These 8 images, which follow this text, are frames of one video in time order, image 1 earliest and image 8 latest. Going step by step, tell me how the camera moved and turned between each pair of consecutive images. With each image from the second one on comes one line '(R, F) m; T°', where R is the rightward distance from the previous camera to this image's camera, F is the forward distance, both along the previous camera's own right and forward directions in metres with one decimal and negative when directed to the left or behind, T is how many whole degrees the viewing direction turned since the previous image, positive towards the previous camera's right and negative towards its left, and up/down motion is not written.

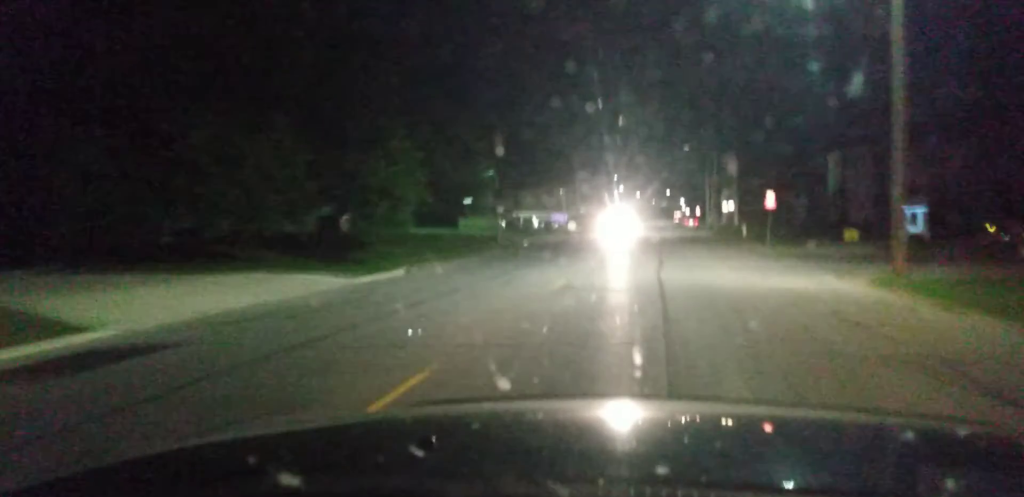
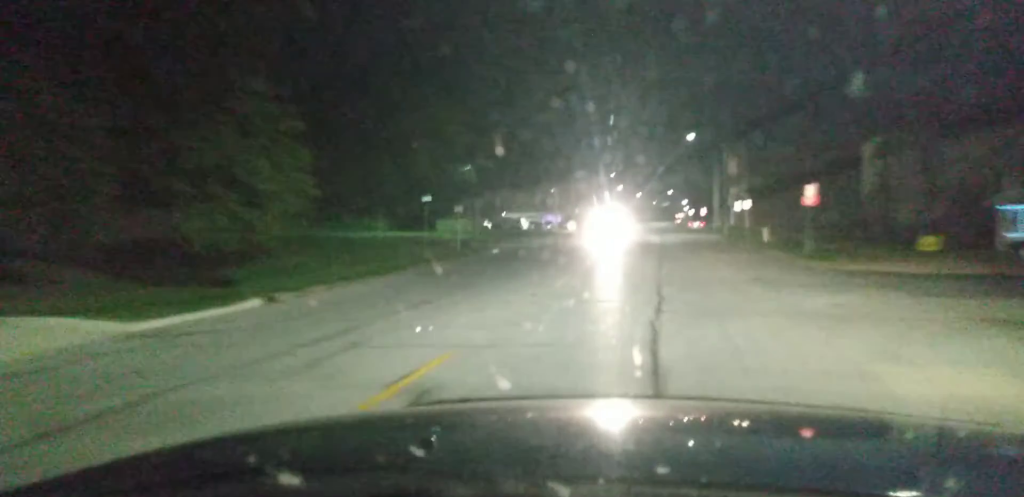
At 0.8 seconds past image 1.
(-0.1, +11.3) m; -1°
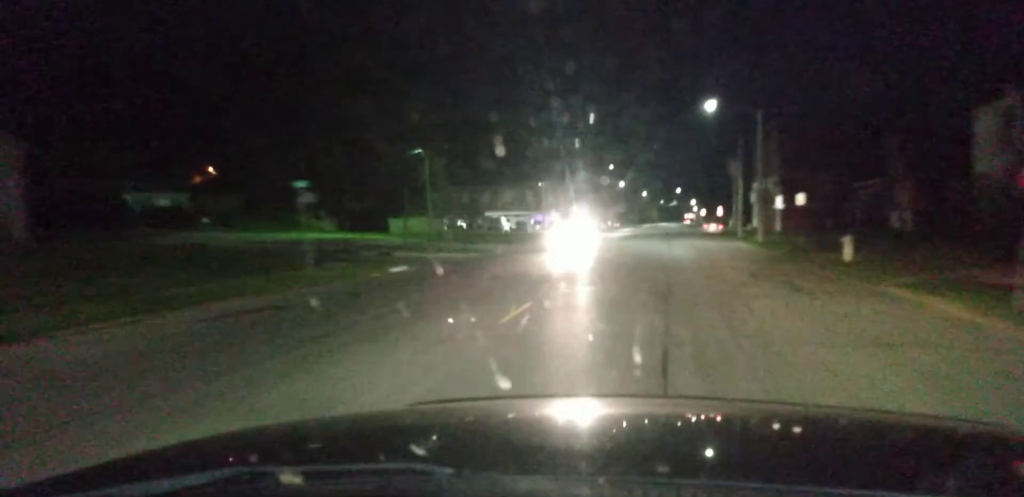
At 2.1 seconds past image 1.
(-0.1, +19.3) m; 0°
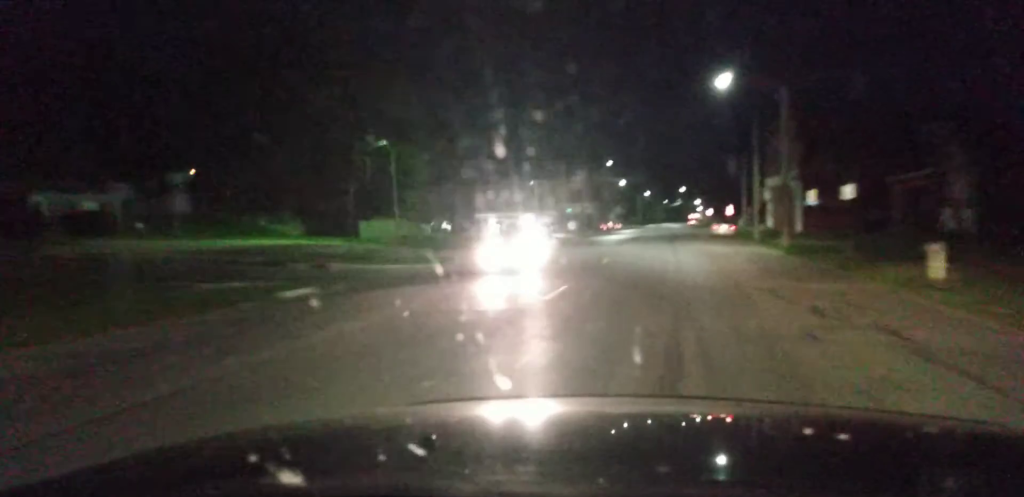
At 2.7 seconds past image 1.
(0.0, +9.3) m; 0°
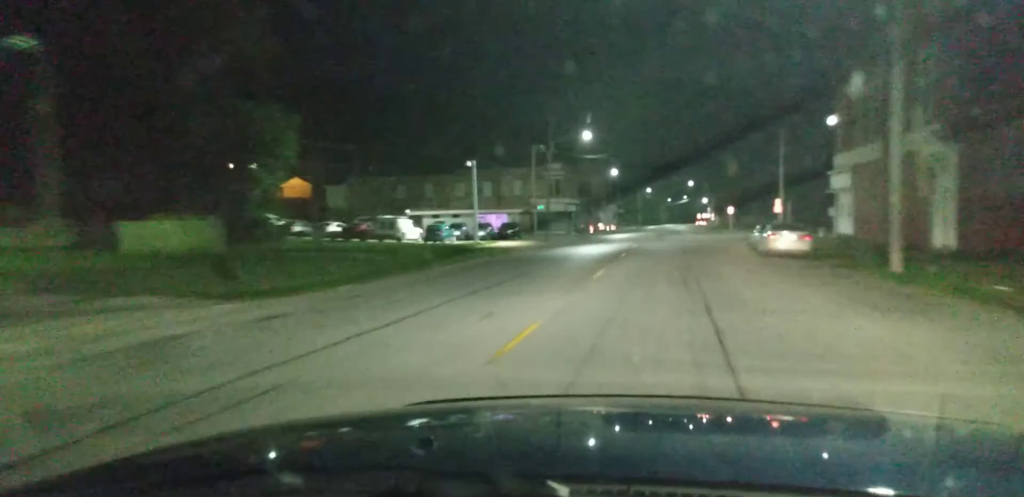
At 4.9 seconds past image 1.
(-0.1, +31.6) m; 0°
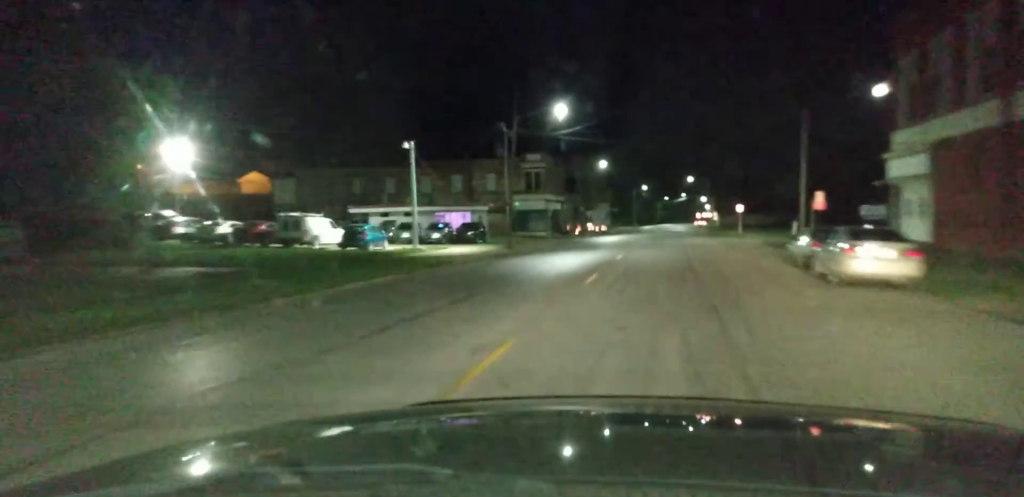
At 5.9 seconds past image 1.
(0.0, +14.6) m; 0°
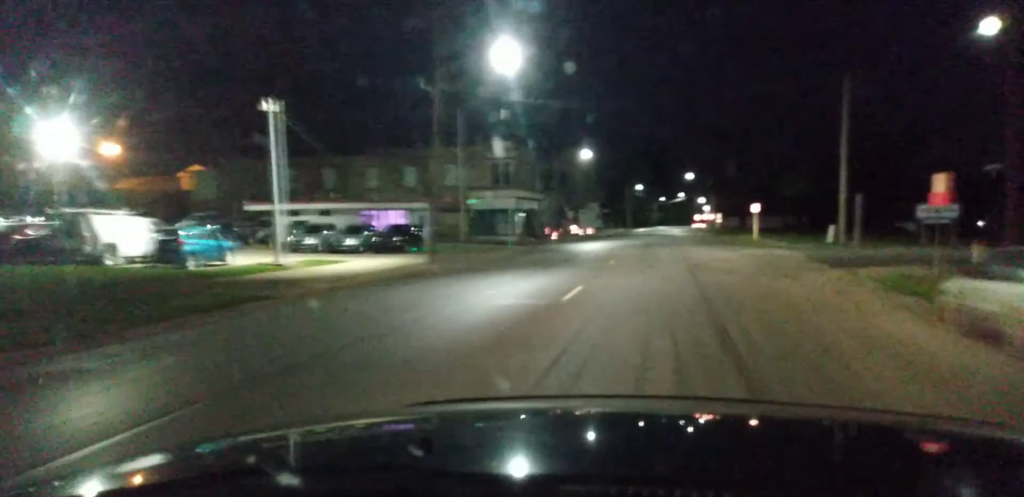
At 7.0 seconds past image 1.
(-0.1, +16.2) m; -1°
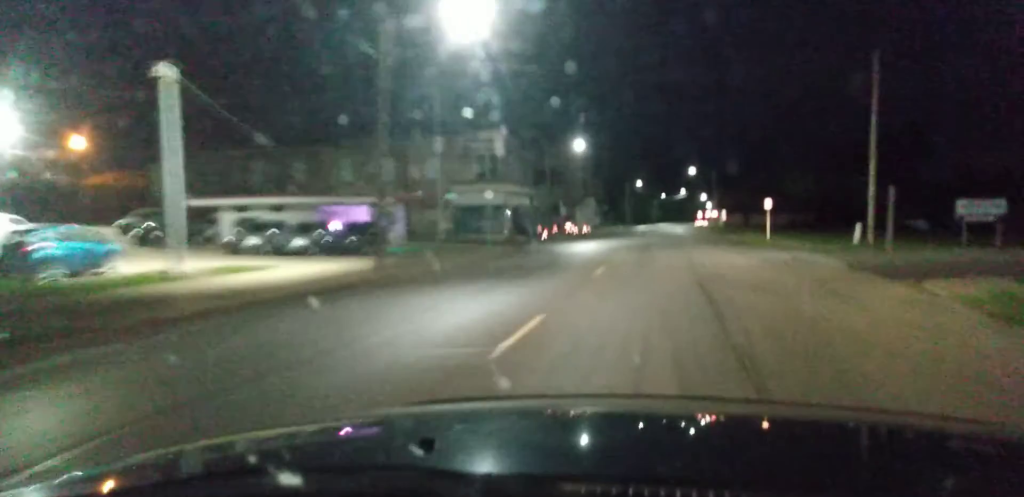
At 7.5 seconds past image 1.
(-0.2, +7.0) m; 0°
